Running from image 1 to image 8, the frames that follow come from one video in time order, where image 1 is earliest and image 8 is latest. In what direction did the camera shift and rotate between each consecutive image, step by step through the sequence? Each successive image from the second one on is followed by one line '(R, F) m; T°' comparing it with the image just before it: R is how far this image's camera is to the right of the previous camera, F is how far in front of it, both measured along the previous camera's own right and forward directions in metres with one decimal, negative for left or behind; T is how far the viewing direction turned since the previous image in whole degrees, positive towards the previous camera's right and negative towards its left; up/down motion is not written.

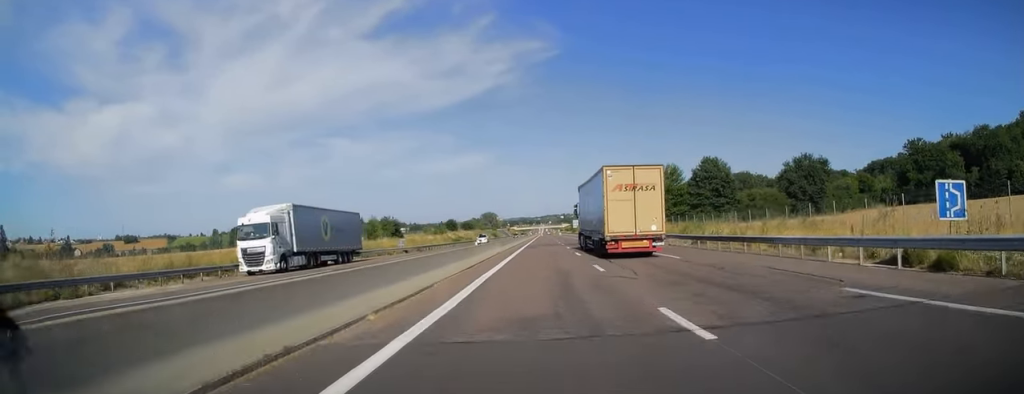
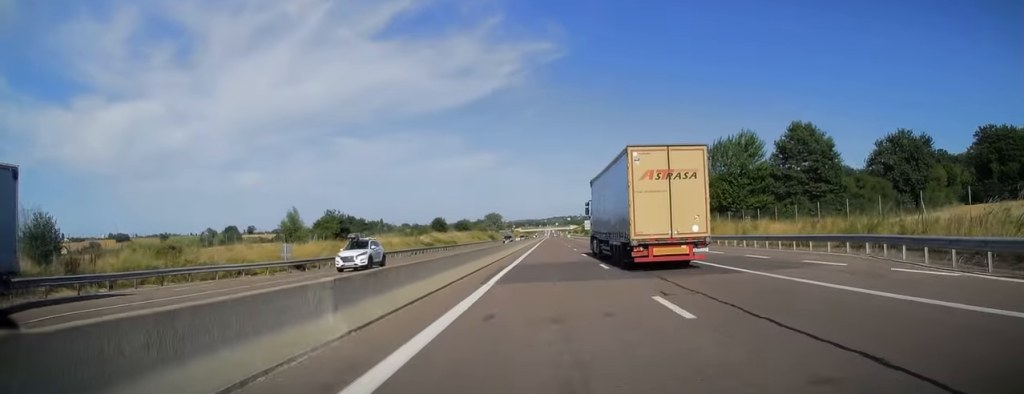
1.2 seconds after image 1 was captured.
(-0.2, +36.4) m; -1°
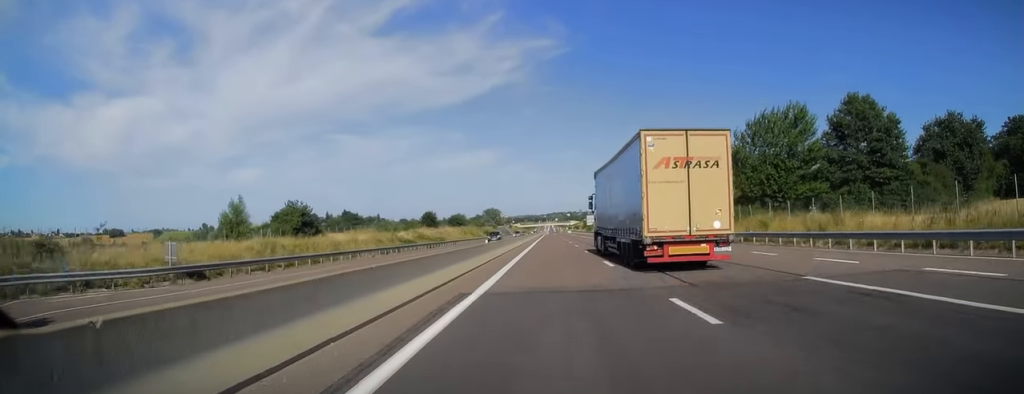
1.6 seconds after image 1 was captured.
(-0.2, +13.8) m; 0°
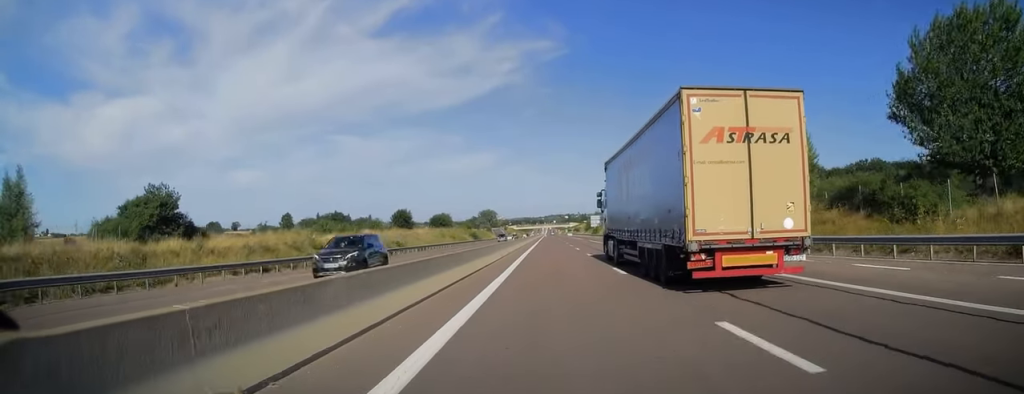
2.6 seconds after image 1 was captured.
(+0.1, +28.7) m; 0°
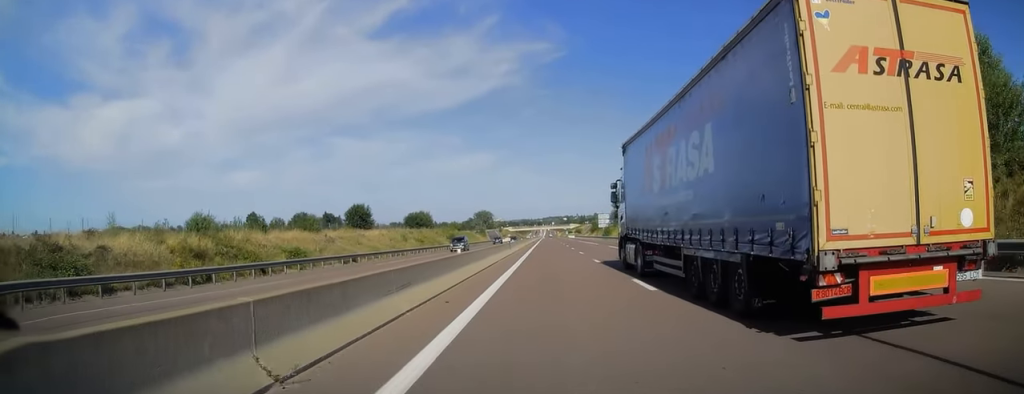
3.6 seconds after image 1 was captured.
(0.0, +30.7) m; 0°
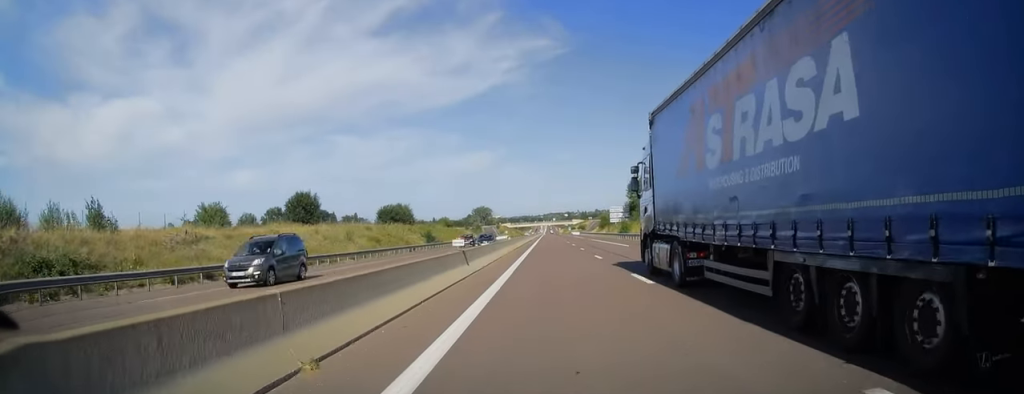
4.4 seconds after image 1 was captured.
(0.0, +25.0) m; 0°
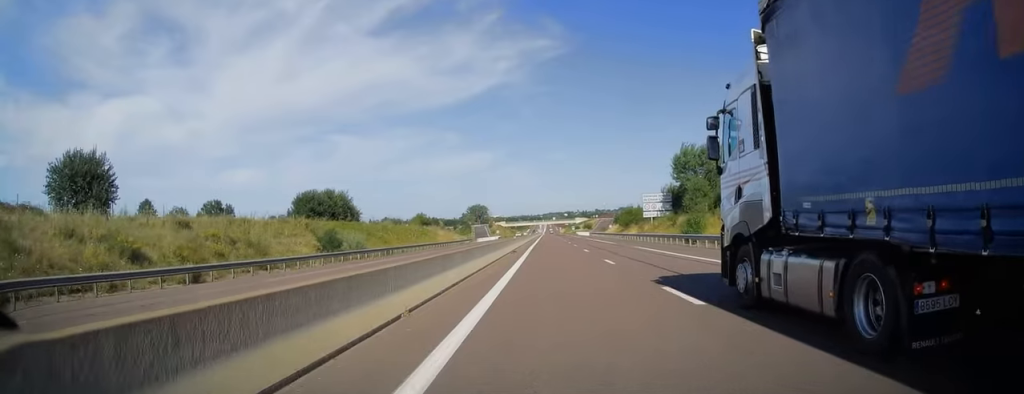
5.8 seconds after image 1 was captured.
(0.0, +43.1) m; 0°
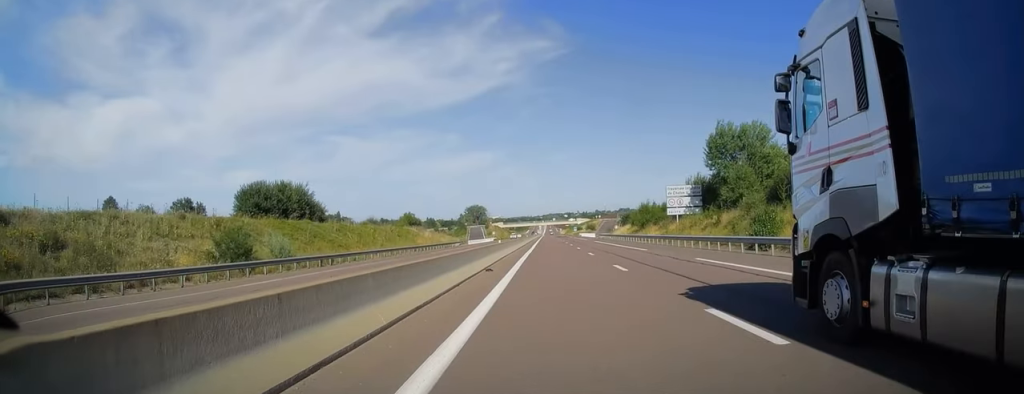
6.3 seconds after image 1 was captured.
(0.0, +16.4) m; 0°
